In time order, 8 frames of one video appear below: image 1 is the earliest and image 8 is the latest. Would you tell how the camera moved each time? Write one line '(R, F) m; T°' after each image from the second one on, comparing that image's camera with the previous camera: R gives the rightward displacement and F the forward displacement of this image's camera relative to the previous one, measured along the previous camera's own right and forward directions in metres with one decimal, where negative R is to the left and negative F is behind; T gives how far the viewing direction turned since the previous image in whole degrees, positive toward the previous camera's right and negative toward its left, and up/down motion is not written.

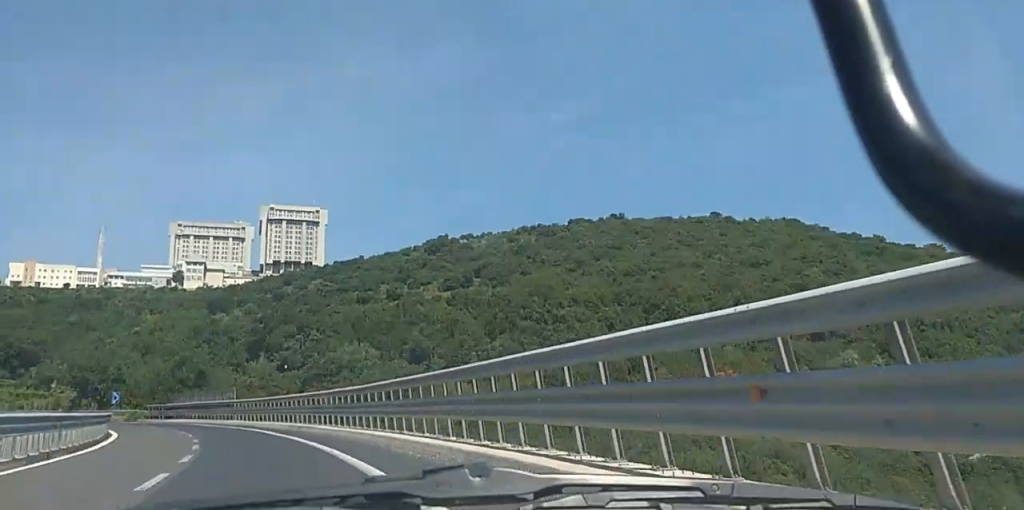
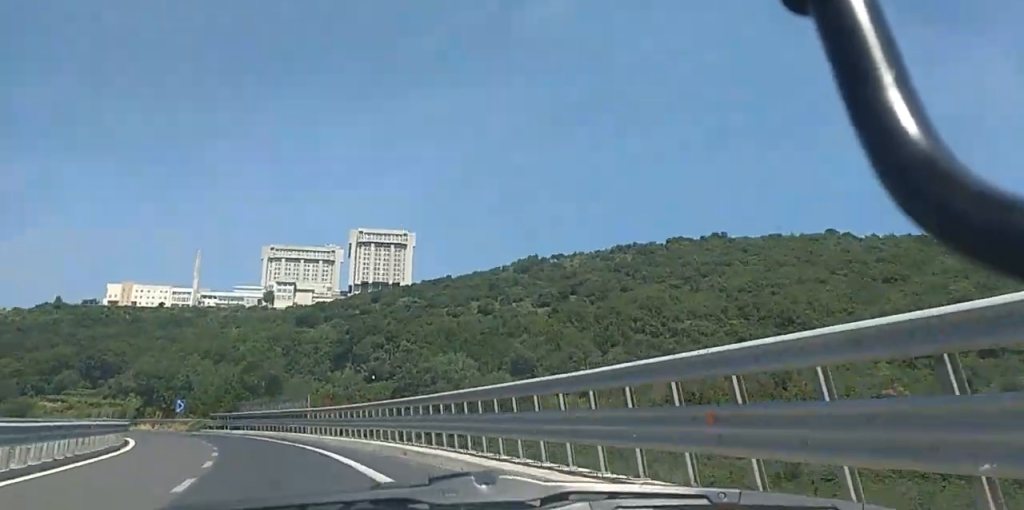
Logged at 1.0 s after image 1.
(-1.2, +20.7) m; -5°
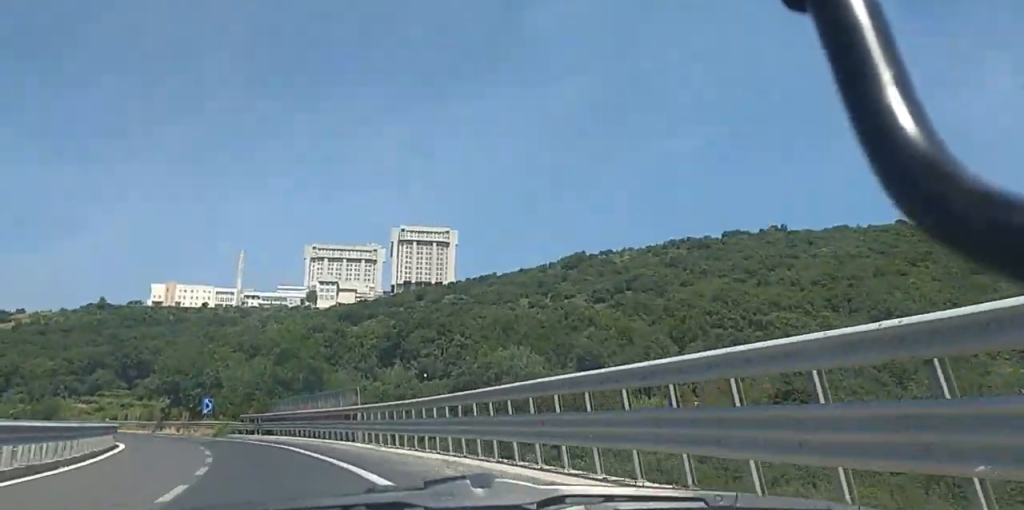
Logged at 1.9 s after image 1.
(-0.5, +16.6) m; -3°
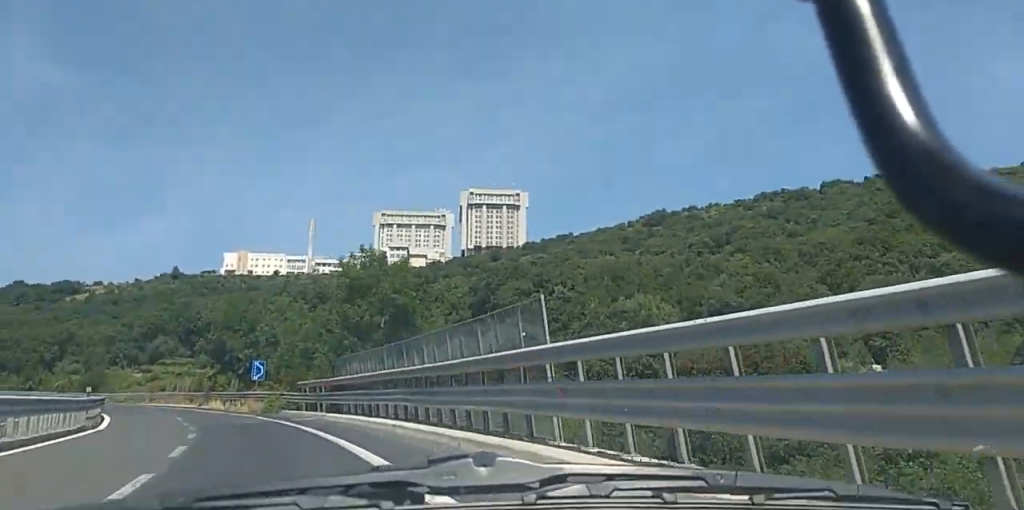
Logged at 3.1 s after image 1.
(-0.5, +24.9) m; -4°
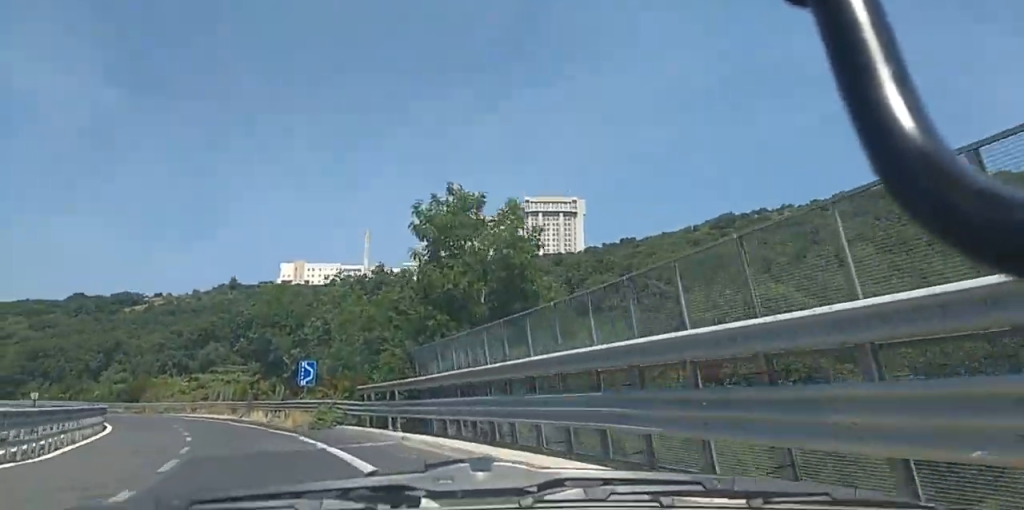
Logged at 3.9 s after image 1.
(-0.6, +15.0) m; -4°
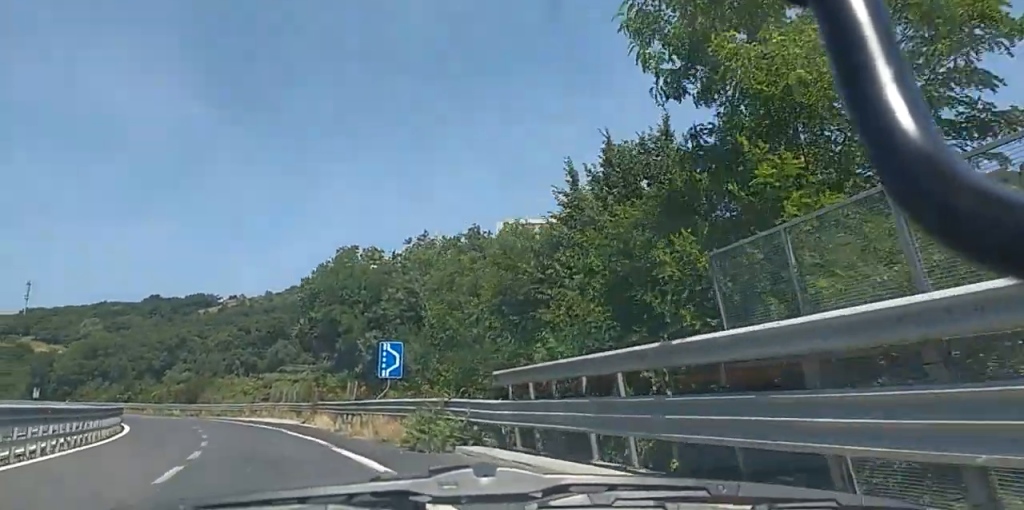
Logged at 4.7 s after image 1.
(-0.9, +17.0) m; -5°
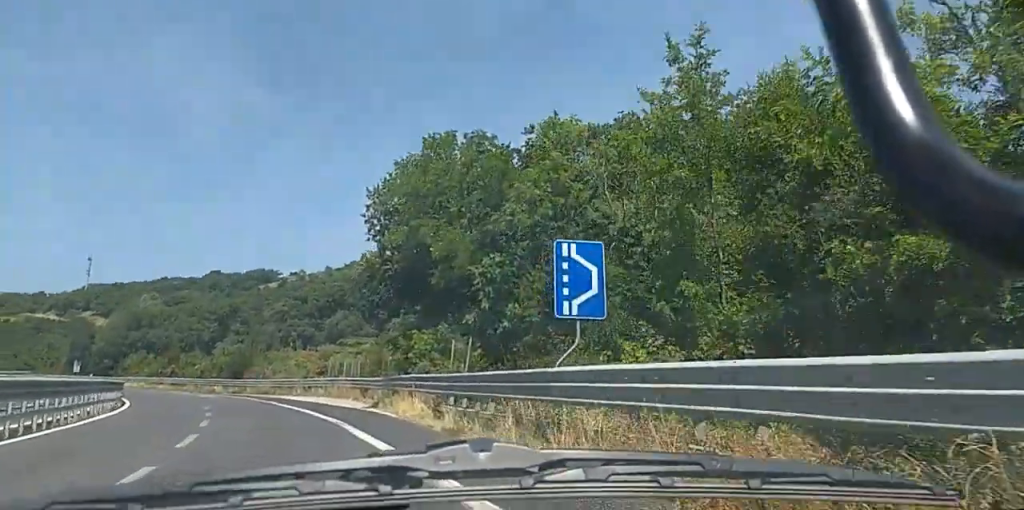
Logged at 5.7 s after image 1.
(-0.6, +18.9) m; -4°
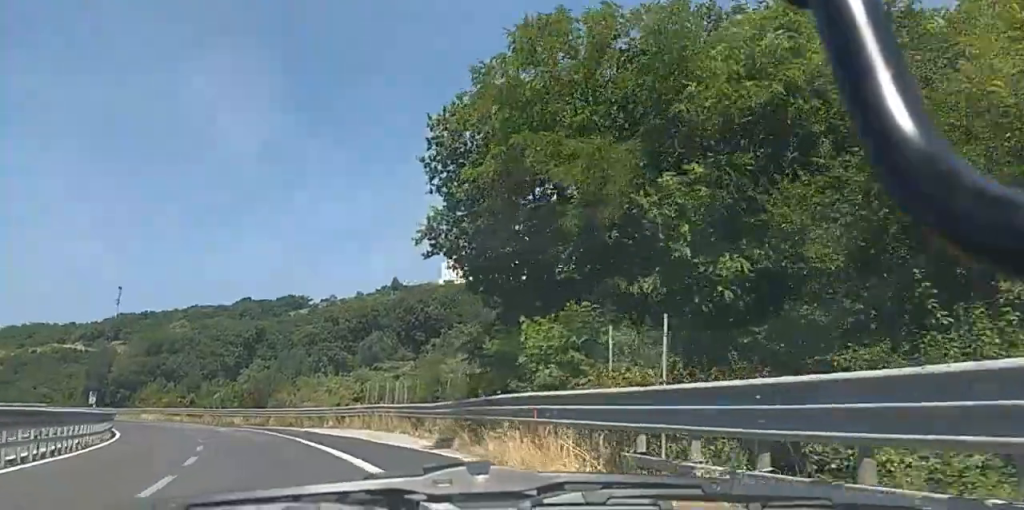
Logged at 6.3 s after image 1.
(-0.3, +11.5) m; -2°
